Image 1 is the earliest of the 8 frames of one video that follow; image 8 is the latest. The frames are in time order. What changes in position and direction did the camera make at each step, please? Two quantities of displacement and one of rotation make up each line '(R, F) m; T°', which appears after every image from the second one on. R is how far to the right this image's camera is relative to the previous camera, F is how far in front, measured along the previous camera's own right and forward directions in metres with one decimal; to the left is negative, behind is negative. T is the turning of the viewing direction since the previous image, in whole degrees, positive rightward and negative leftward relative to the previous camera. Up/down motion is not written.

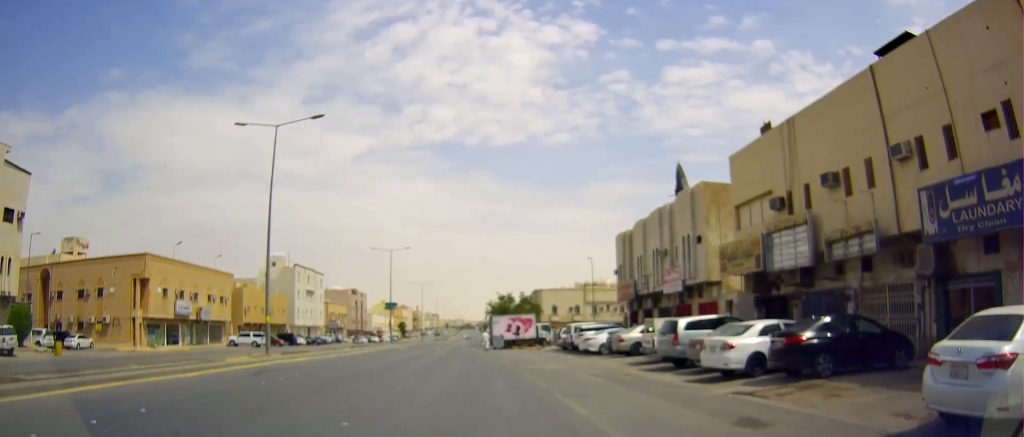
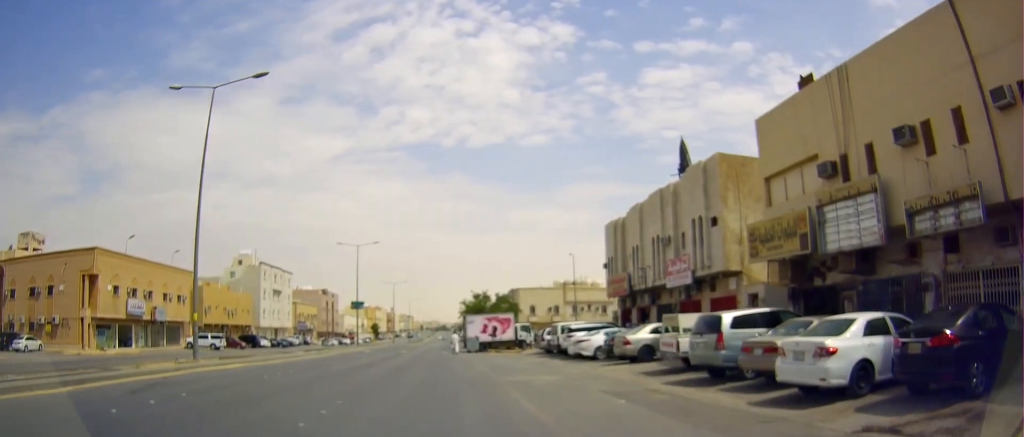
(-0.1, +6.1) m; +4°
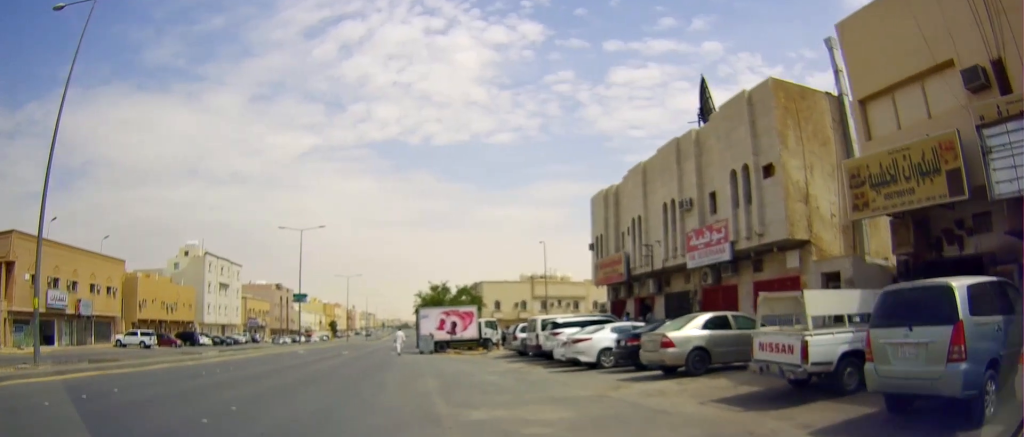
(+1.1, +9.1) m; +9°
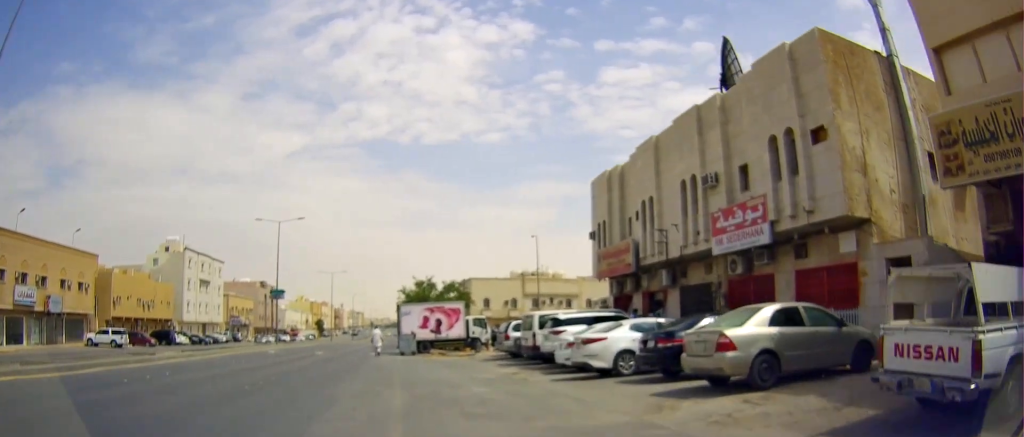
(-0.3, +4.1) m; +1°
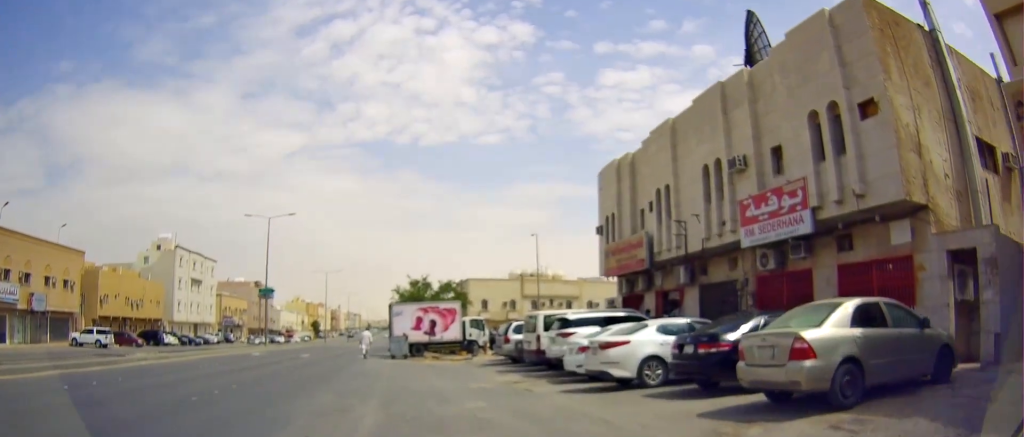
(-0.1, +2.6) m; -1°
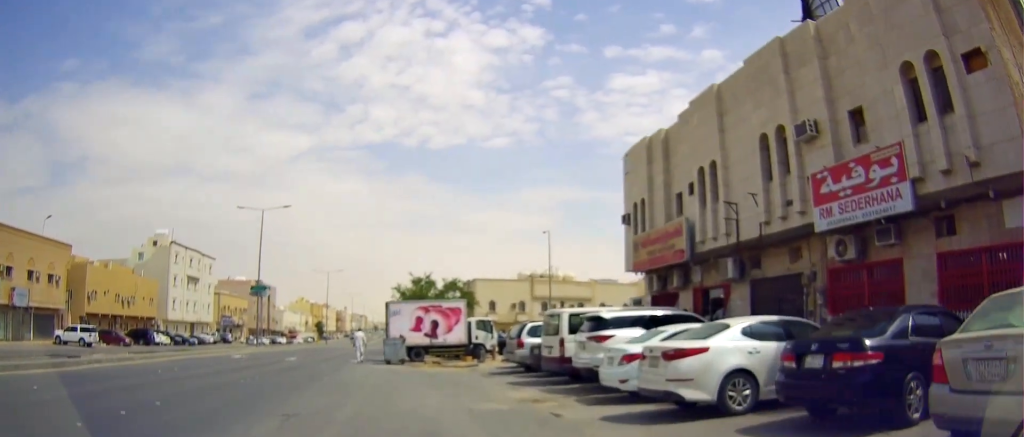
(+0.5, +4.1) m; -4°
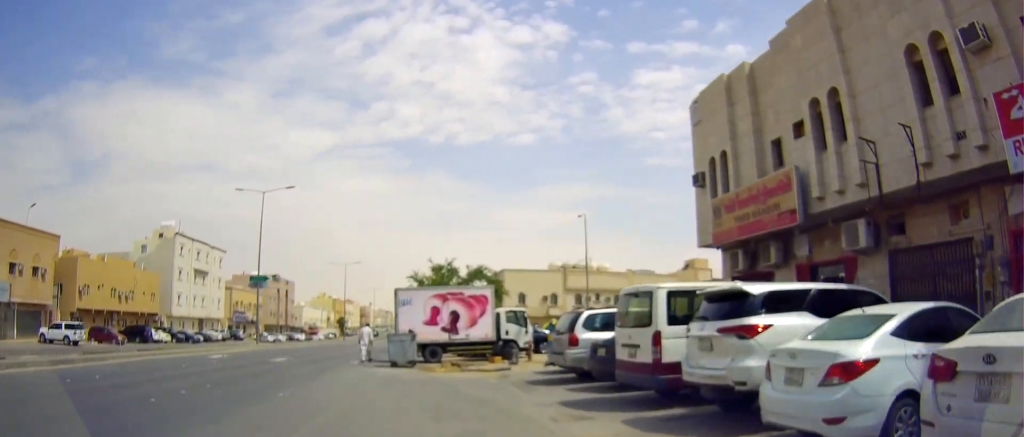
(-1.1, +6.3) m; -3°
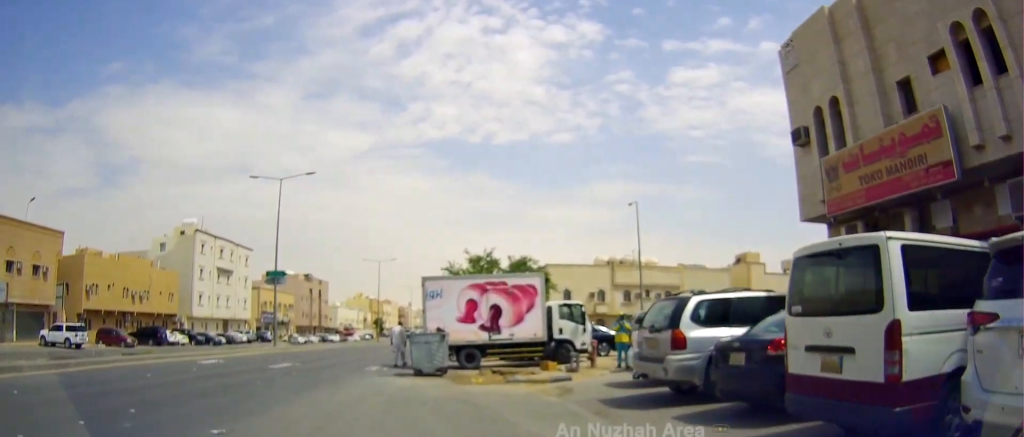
(+1.0, +5.1) m; +3°
